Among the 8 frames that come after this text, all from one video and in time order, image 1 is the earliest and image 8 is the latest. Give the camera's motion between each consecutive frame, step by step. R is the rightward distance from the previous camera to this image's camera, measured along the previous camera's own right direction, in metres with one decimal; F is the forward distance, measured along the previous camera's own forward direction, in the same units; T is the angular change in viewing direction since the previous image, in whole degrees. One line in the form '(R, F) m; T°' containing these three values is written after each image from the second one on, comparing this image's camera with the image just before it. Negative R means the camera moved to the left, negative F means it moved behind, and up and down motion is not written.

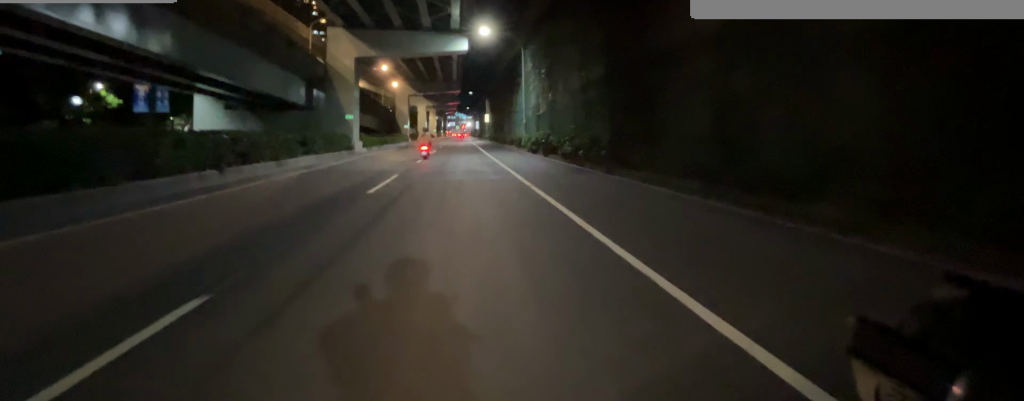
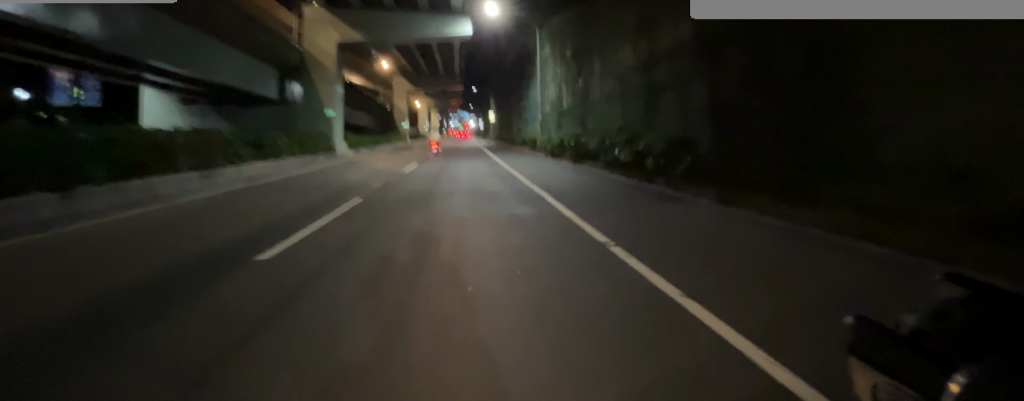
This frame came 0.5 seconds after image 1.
(-0.1, +5.0) m; -1°
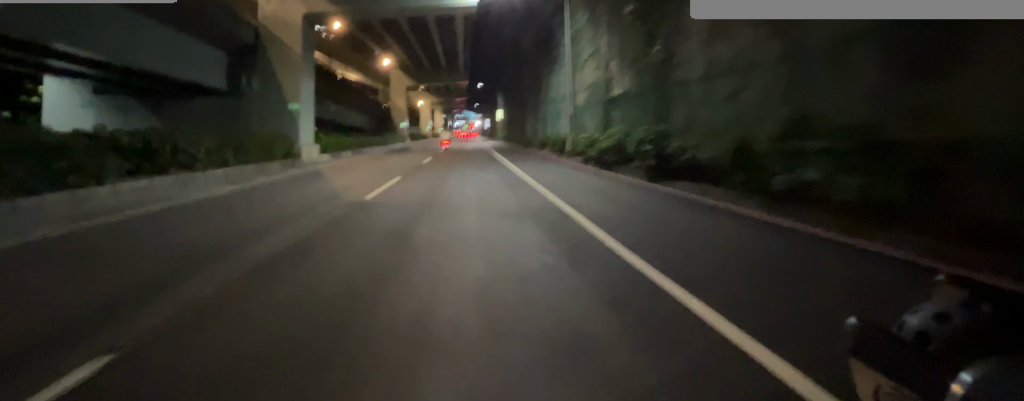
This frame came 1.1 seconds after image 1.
(-0.1, +6.0) m; 0°
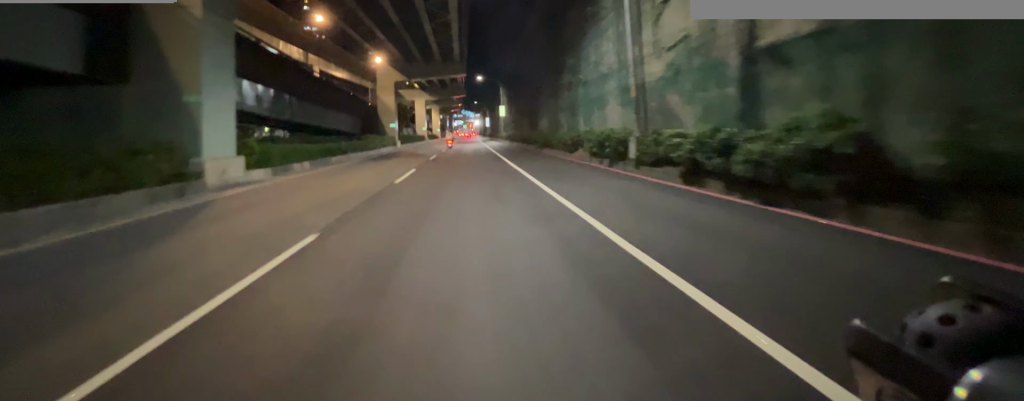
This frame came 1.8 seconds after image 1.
(-0.1, +7.0) m; +2°
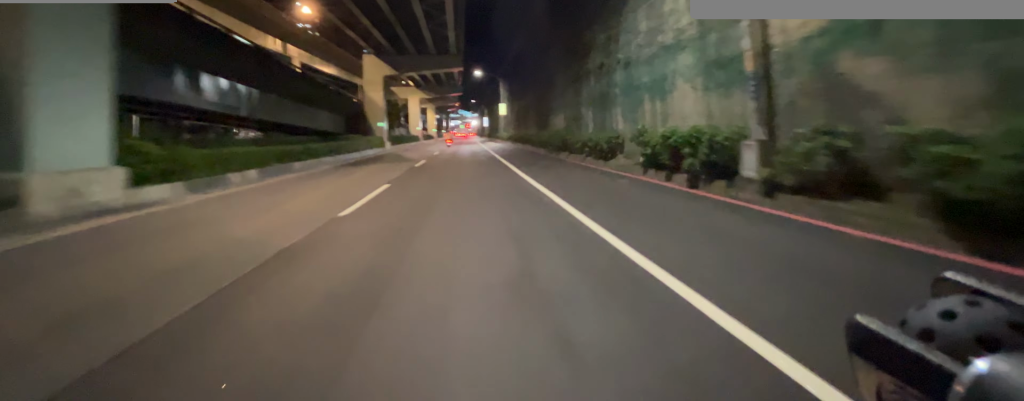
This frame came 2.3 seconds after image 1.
(+0.1, +4.6) m; +1°
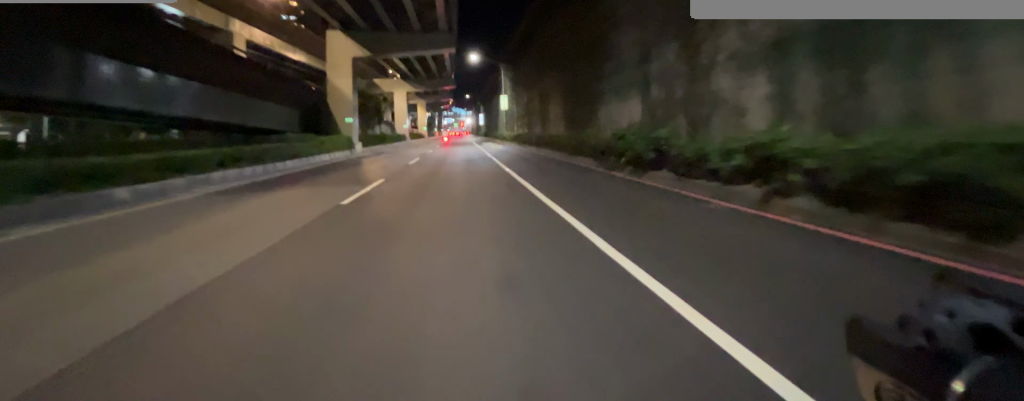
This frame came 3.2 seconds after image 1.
(+0.3, +9.3) m; +2°
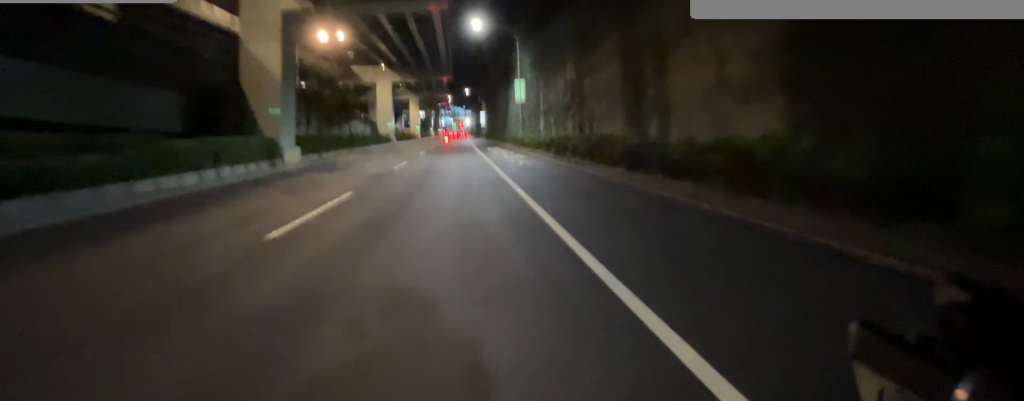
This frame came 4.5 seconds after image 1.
(+0.1, +12.6) m; +1°
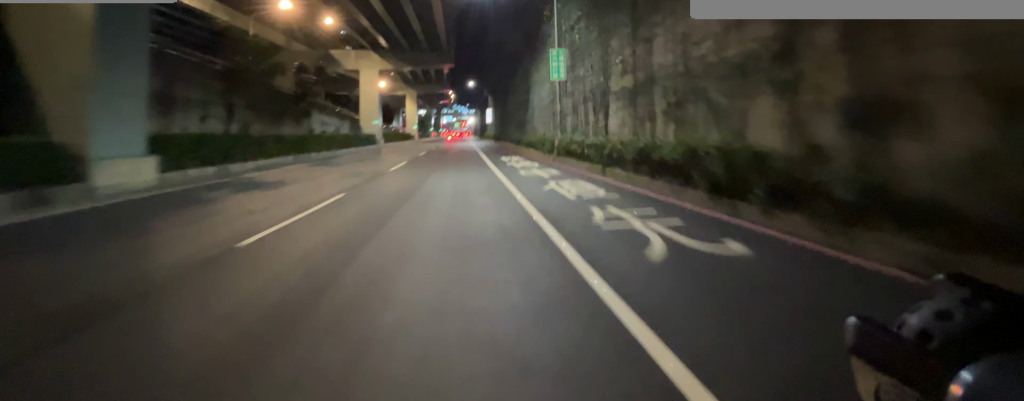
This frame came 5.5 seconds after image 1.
(+0.1, +10.6) m; 0°
